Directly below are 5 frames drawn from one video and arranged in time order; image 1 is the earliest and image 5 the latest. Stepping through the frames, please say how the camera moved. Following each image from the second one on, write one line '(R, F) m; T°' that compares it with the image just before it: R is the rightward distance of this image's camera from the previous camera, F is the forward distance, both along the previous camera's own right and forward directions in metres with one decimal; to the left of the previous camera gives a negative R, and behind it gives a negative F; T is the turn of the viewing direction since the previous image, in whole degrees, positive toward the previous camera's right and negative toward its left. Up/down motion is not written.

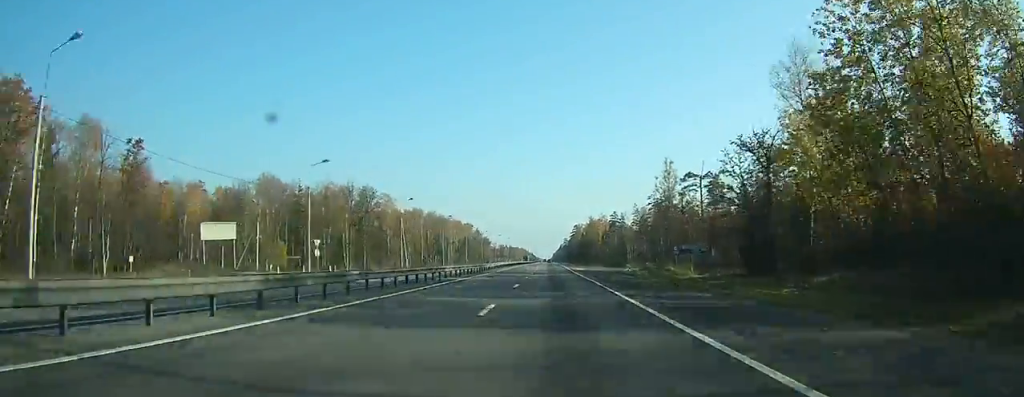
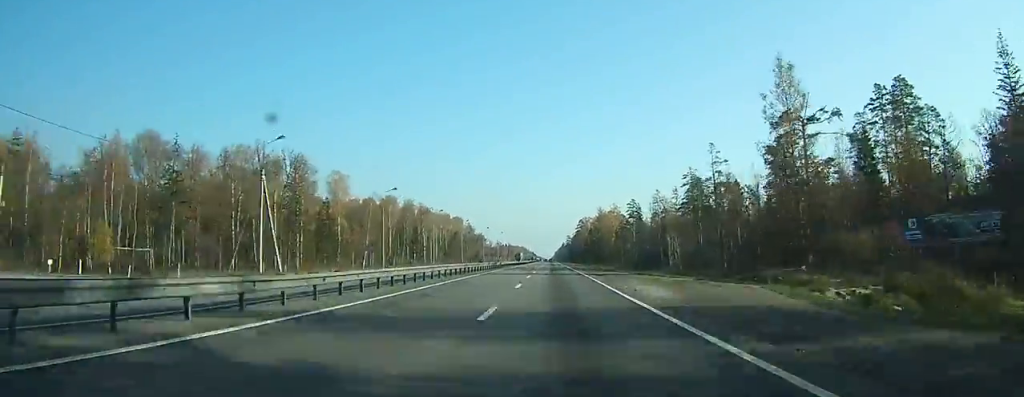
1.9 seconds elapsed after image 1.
(-0.2, +48.0) m; 0°
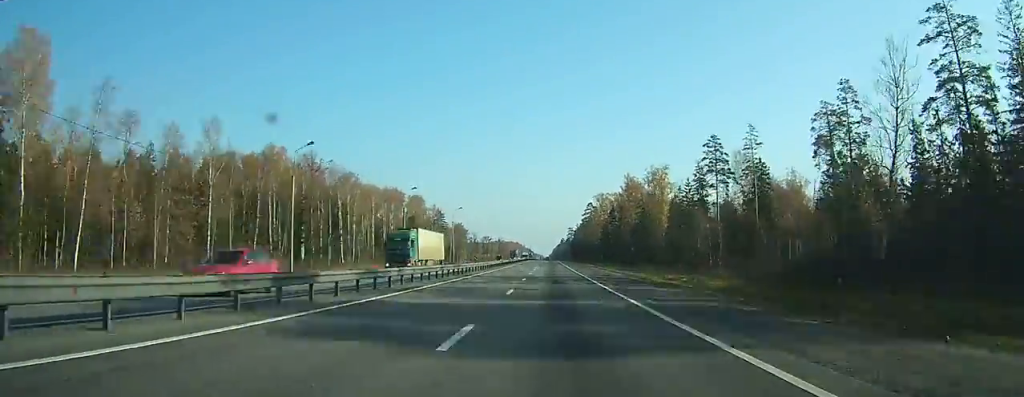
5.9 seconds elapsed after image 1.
(-0.1, +103.1) m; 0°
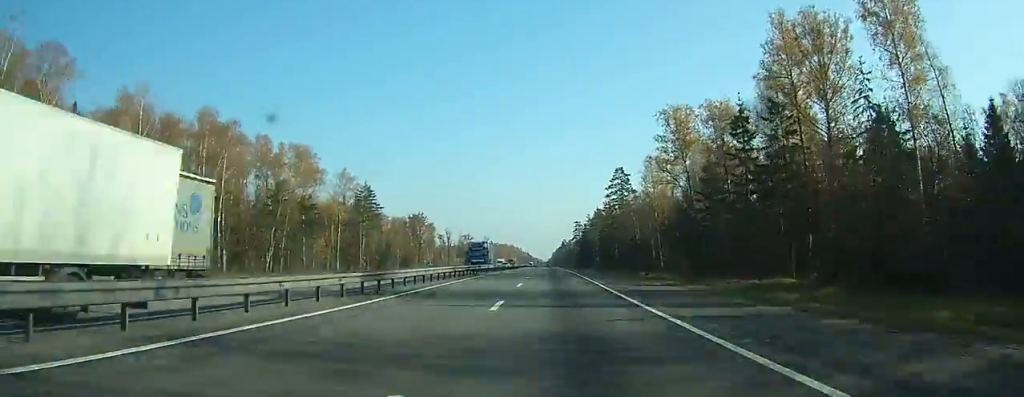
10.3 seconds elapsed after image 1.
(-0.5, +118.0) m; 0°
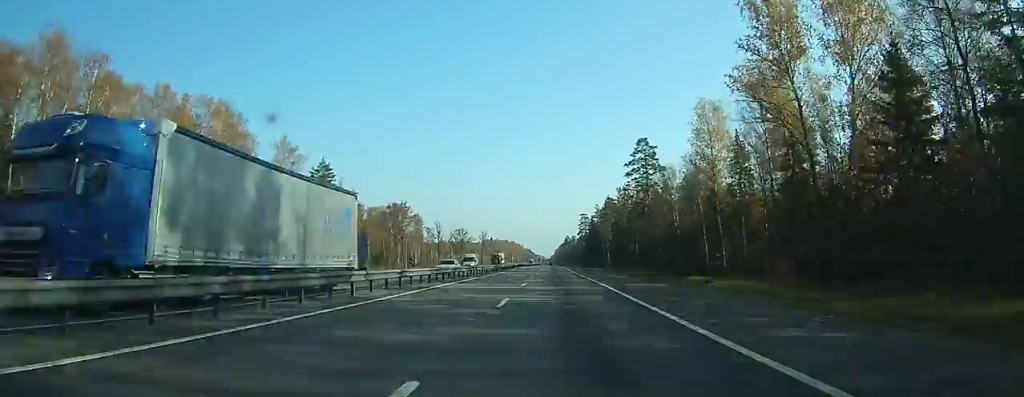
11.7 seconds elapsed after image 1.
(+0.1, +35.6) m; 0°
